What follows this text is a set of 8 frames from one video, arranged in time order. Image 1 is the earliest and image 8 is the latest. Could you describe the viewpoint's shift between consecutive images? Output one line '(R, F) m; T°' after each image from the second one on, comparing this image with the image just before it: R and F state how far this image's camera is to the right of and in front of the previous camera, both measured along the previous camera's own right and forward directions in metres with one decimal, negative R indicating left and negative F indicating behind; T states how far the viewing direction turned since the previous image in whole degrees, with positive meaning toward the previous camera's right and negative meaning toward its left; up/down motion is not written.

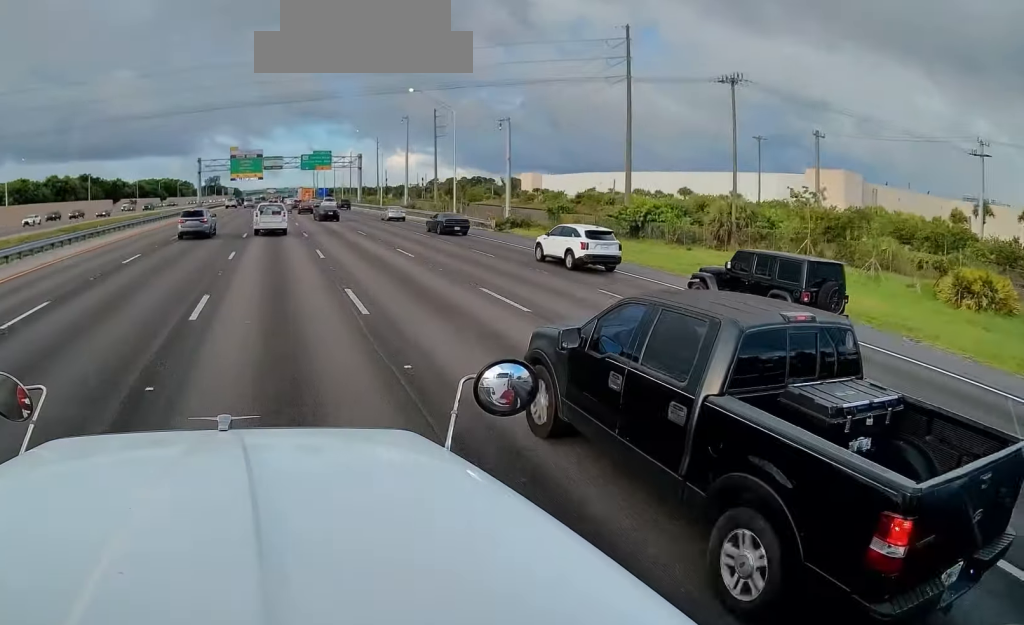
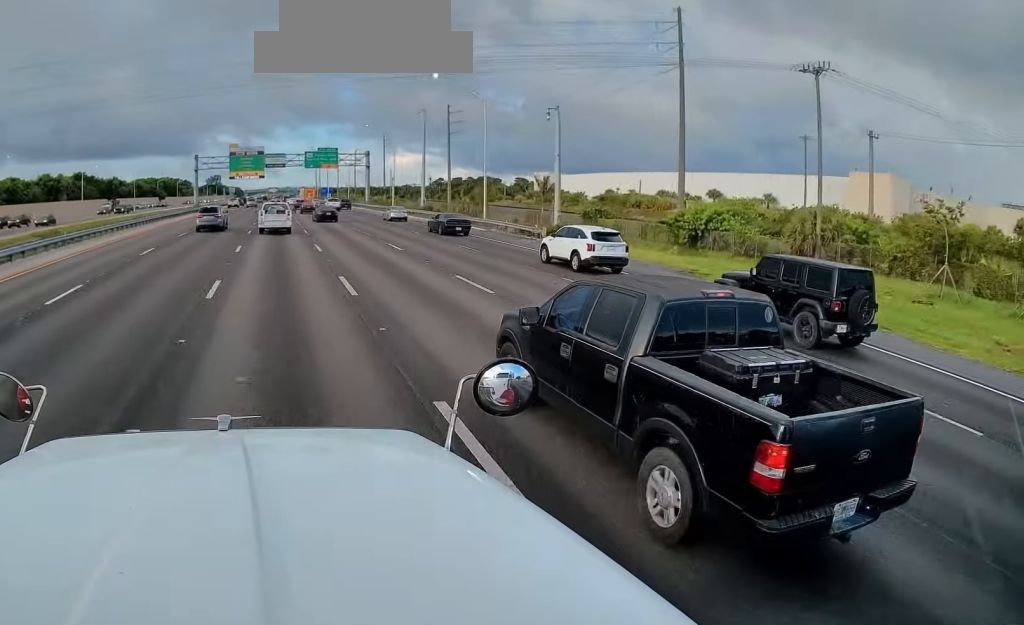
(+0.2, +9.1) m; 0°
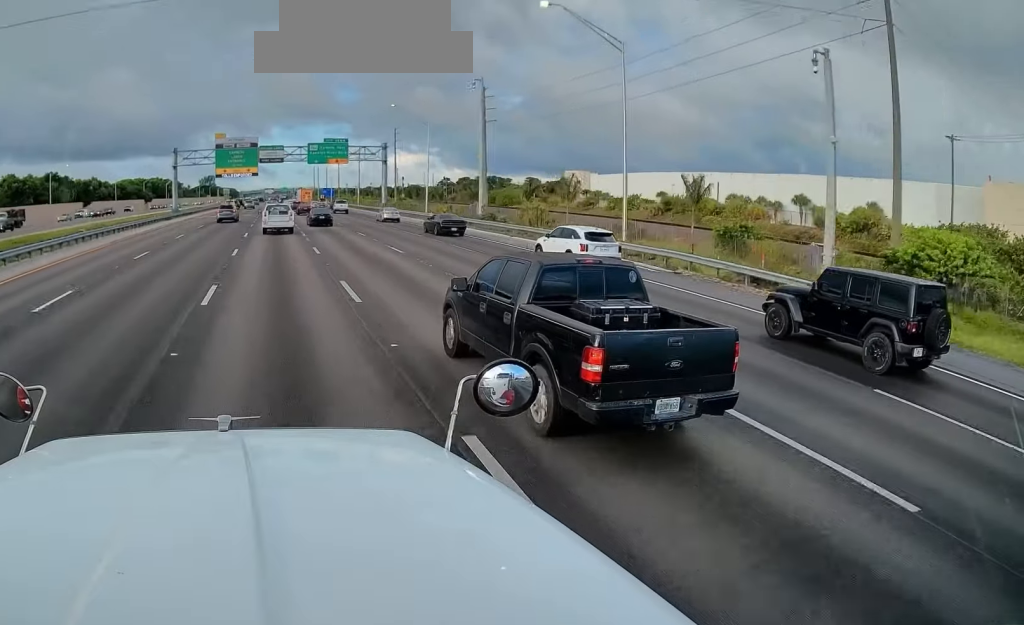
(-0.2, +23.5) m; 0°
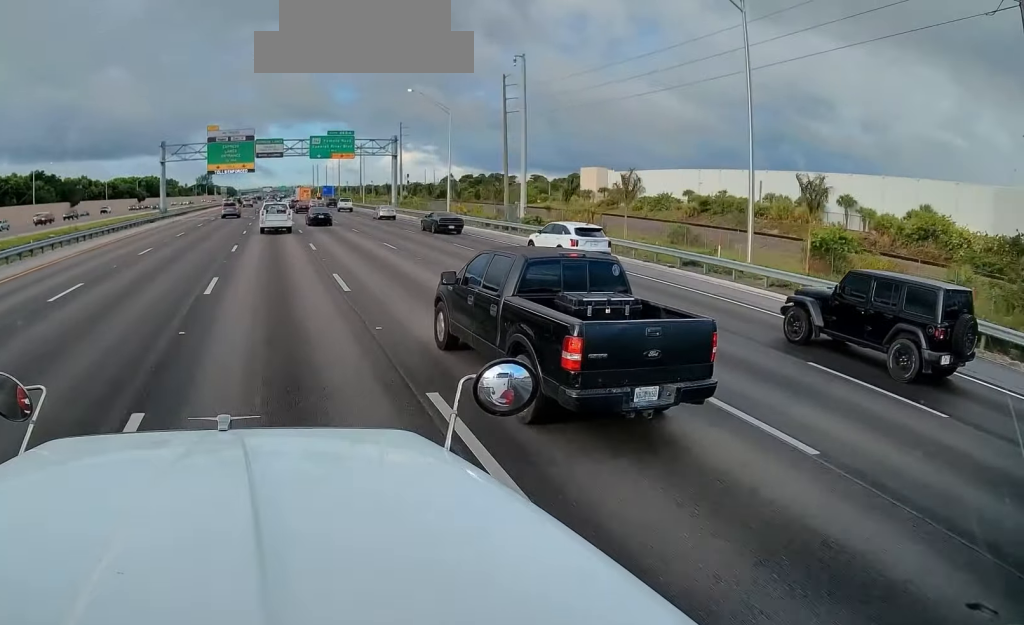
(+0.1, +9.5) m; +1°
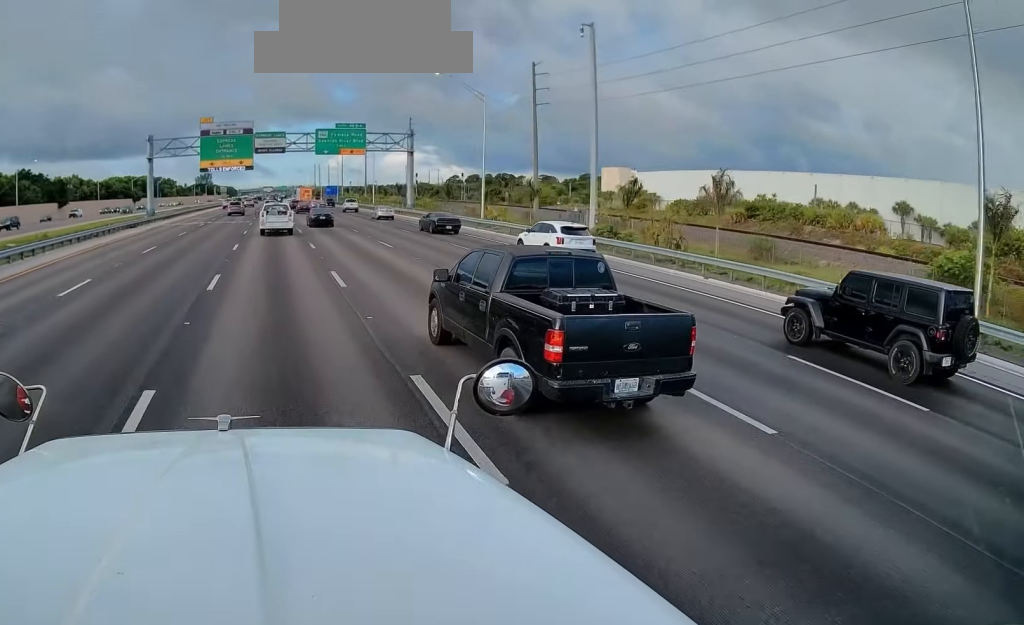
(+0.1, +9.4) m; -1°
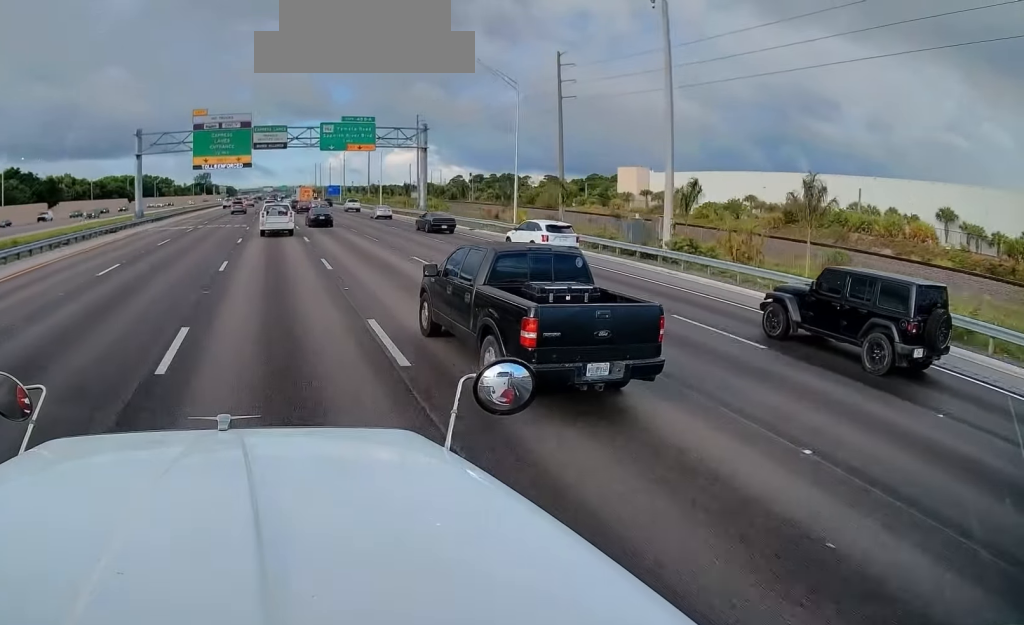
(0.0, +6.6) m; -1°
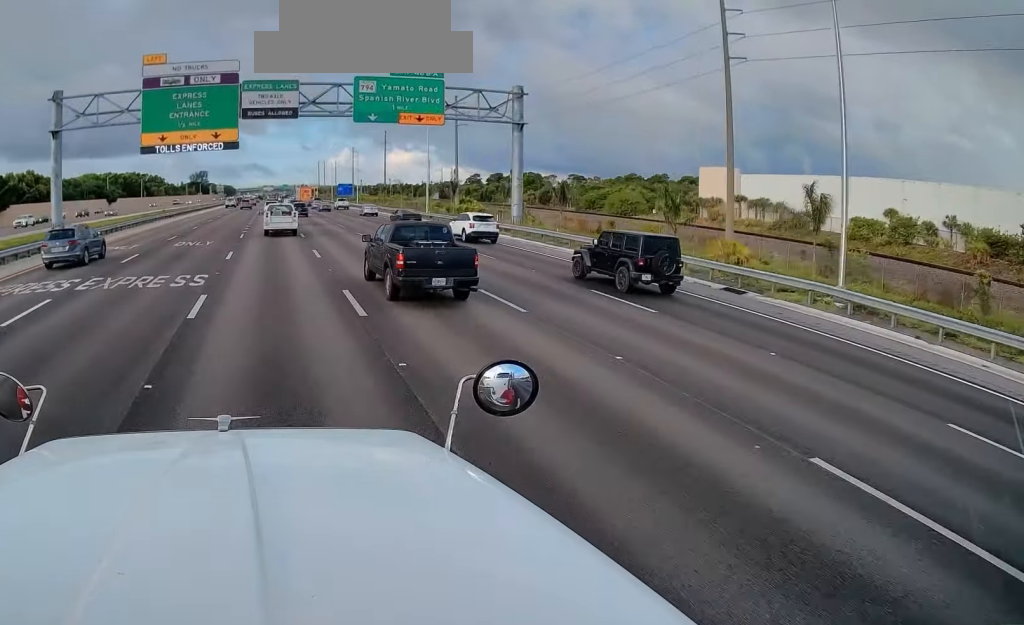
(-0.5, +30.5) m; +1°
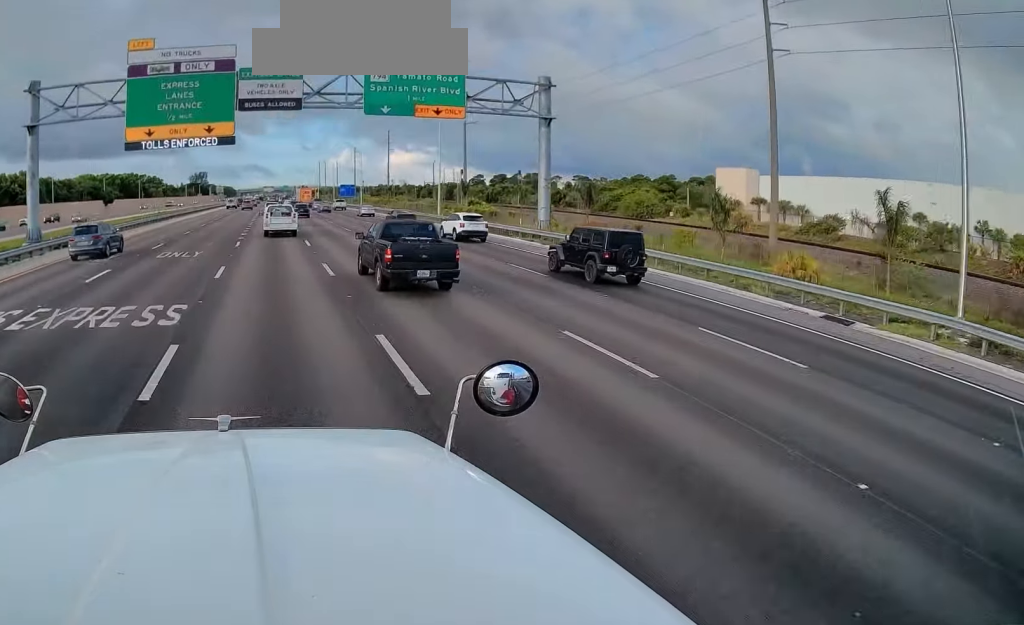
(+0.1, +5.0) m; +1°
